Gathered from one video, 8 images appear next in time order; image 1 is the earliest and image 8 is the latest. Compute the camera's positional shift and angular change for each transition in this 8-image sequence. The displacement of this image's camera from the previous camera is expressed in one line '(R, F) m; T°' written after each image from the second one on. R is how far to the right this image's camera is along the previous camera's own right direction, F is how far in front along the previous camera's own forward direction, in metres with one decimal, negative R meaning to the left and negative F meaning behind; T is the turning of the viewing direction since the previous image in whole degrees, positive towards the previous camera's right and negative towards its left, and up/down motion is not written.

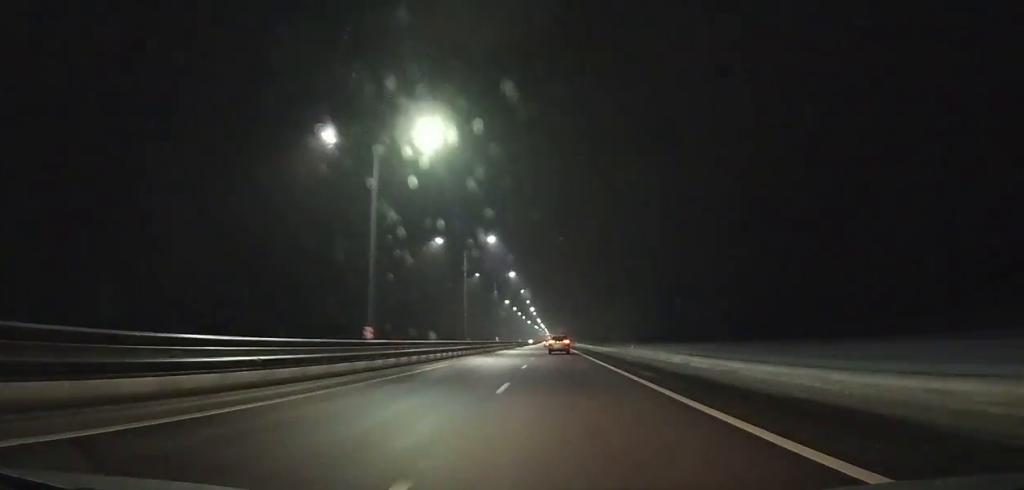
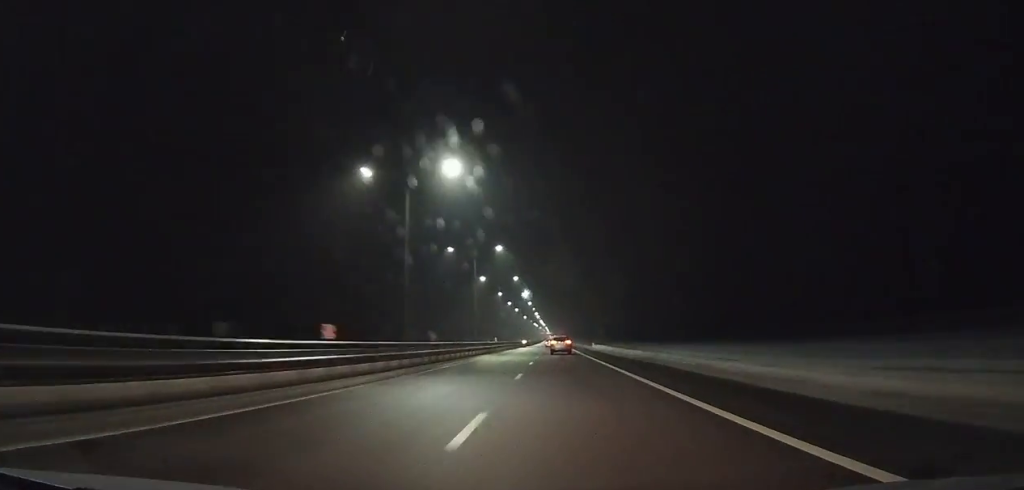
(+0.1, +53.9) m; 0°
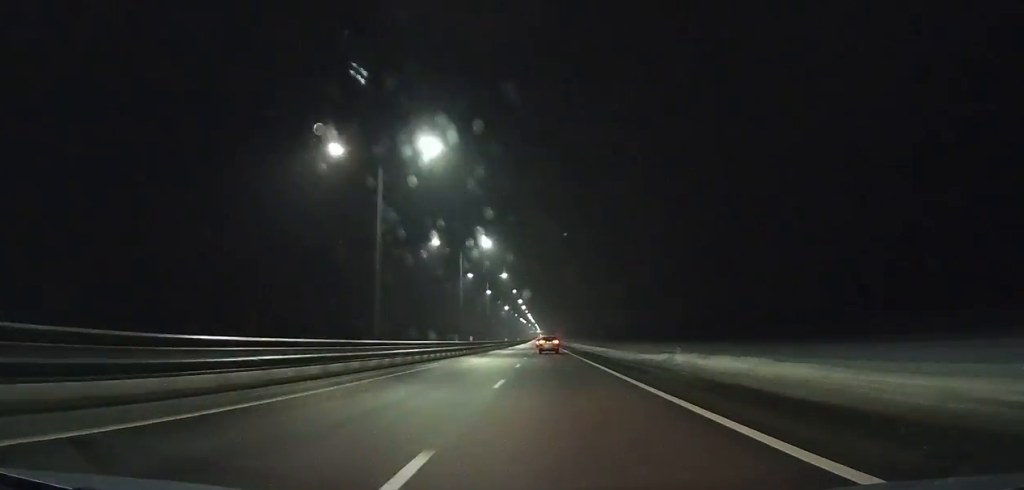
(+0.1, +63.9) m; 0°
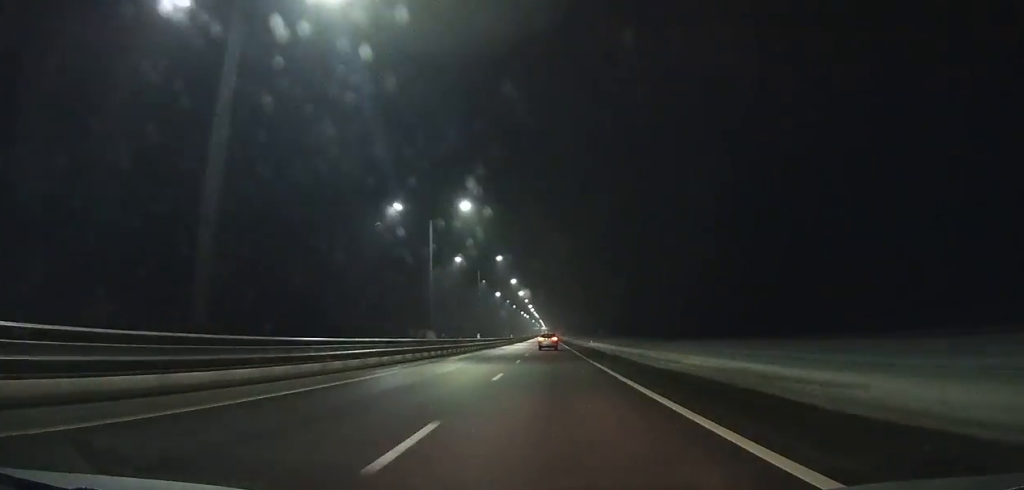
(+0.1, +45.6) m; 0°
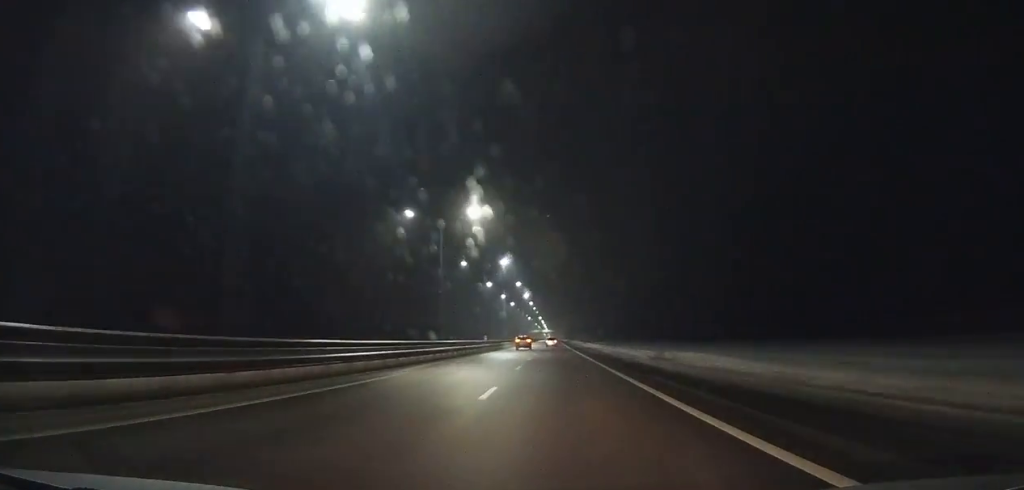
(-0.9, +149.2) m; 0°
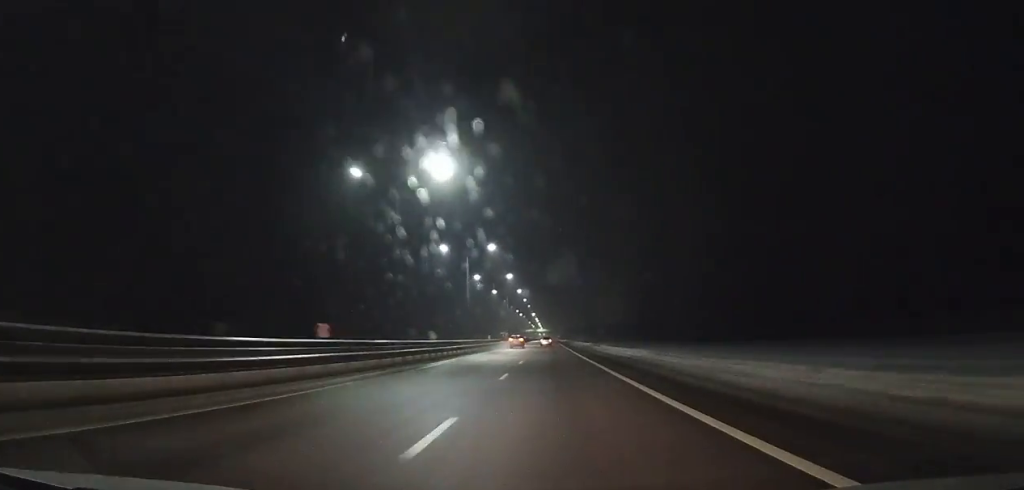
(0.0, +43.1) m; 0°
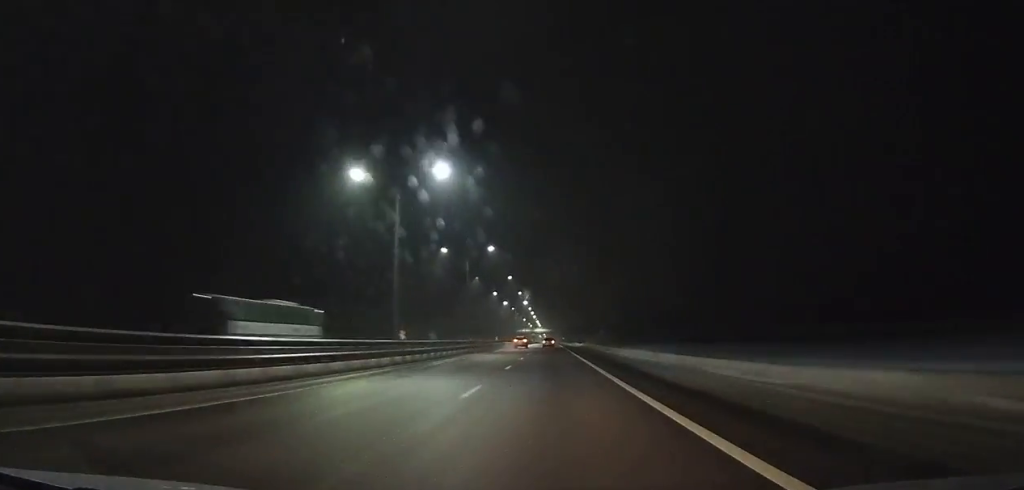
(+0.1, +89.4) m; 0°
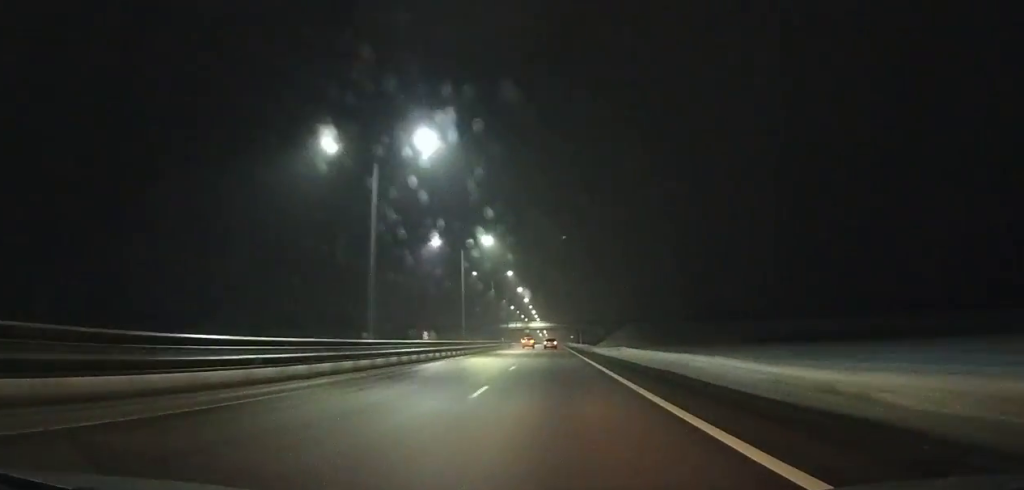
(-0.3, +95.5) m; 0°
